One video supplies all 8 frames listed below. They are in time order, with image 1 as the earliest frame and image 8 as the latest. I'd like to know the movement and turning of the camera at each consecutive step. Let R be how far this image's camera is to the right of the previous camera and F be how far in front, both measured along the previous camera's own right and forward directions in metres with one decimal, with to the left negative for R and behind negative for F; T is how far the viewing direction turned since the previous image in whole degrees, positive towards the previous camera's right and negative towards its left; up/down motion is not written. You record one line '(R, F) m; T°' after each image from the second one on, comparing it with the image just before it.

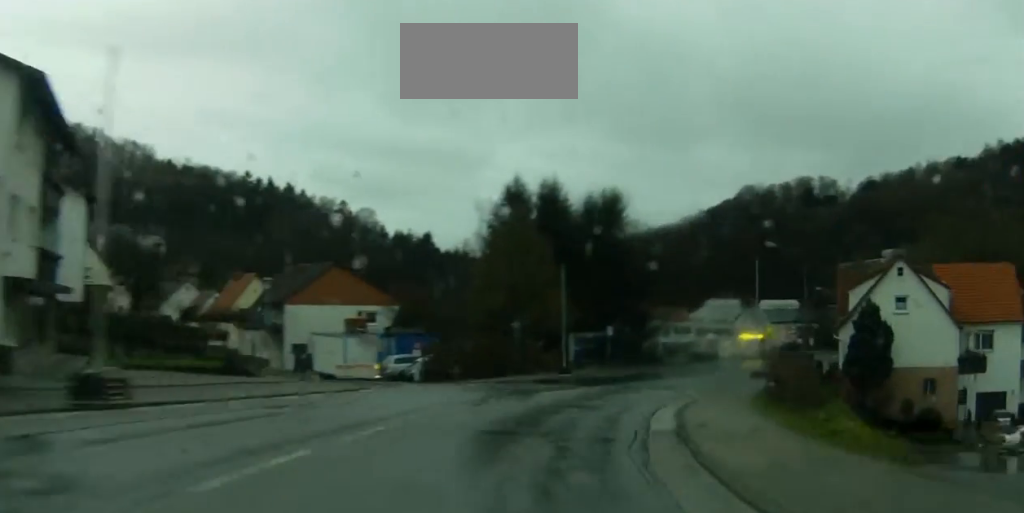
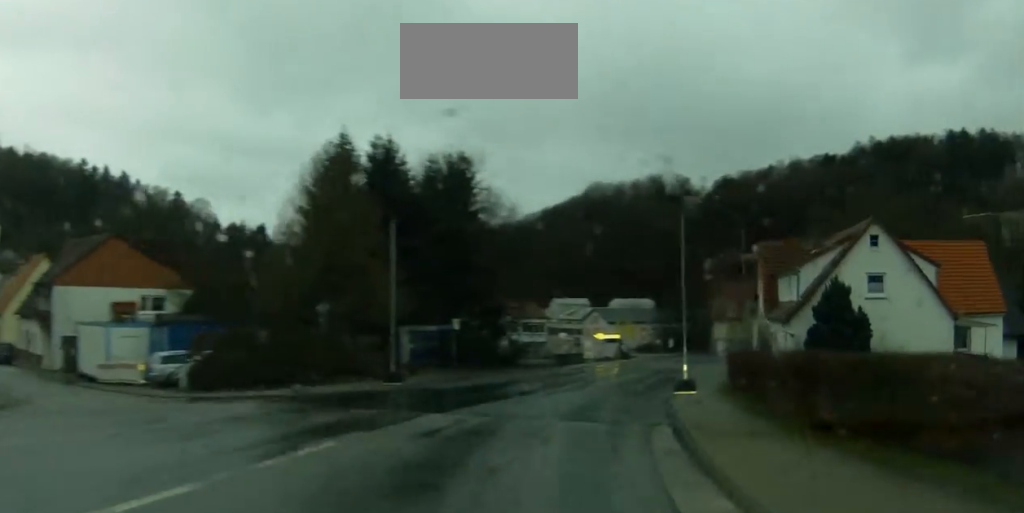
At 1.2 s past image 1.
(0.0, +16.2) m; +8°
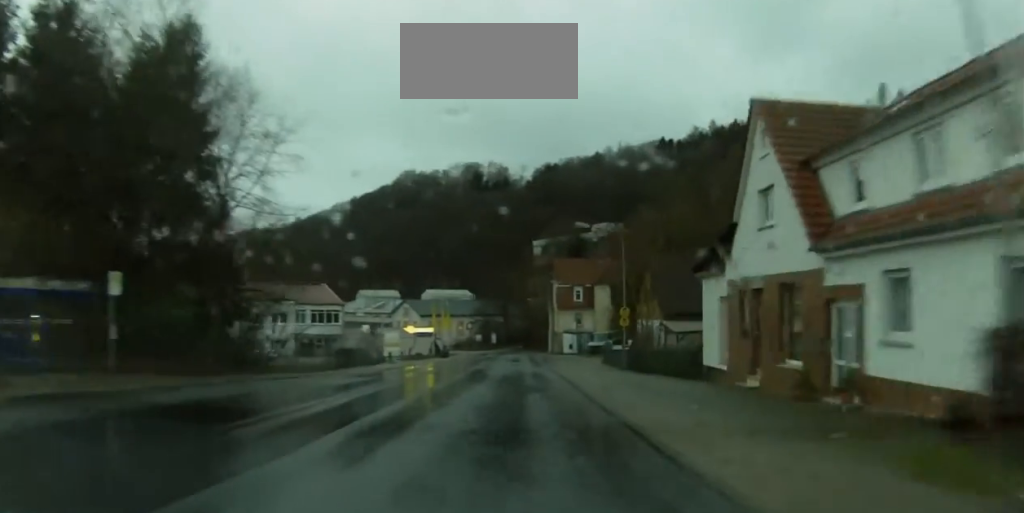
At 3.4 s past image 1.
(+4.3, +29.3) m; +14°
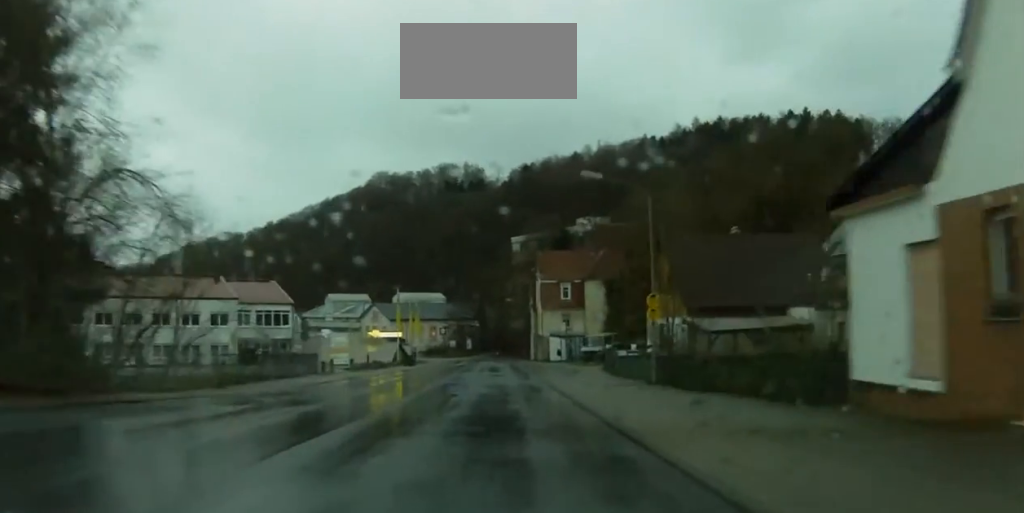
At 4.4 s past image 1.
(+1.2, +14.7) m; +2°
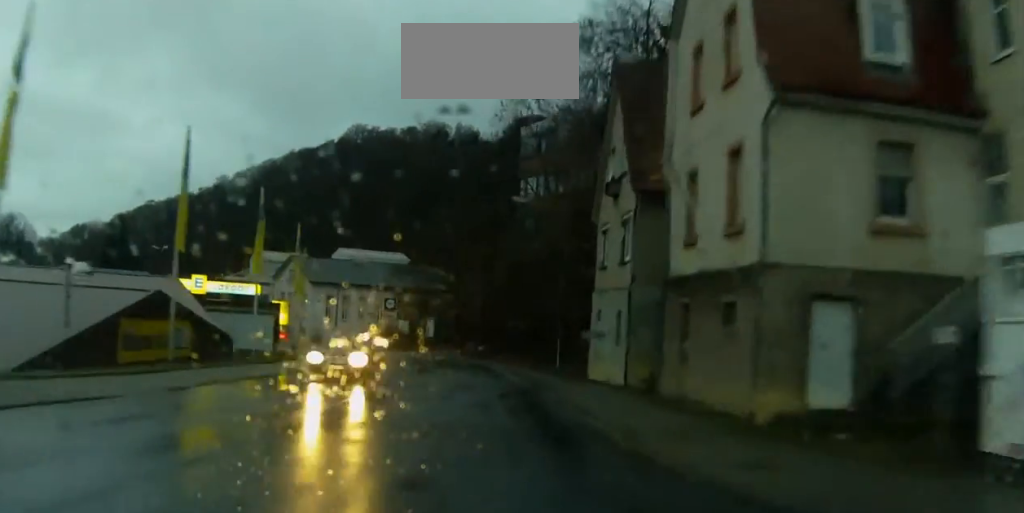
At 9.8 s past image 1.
(+2.3, +77.6) m; 0°
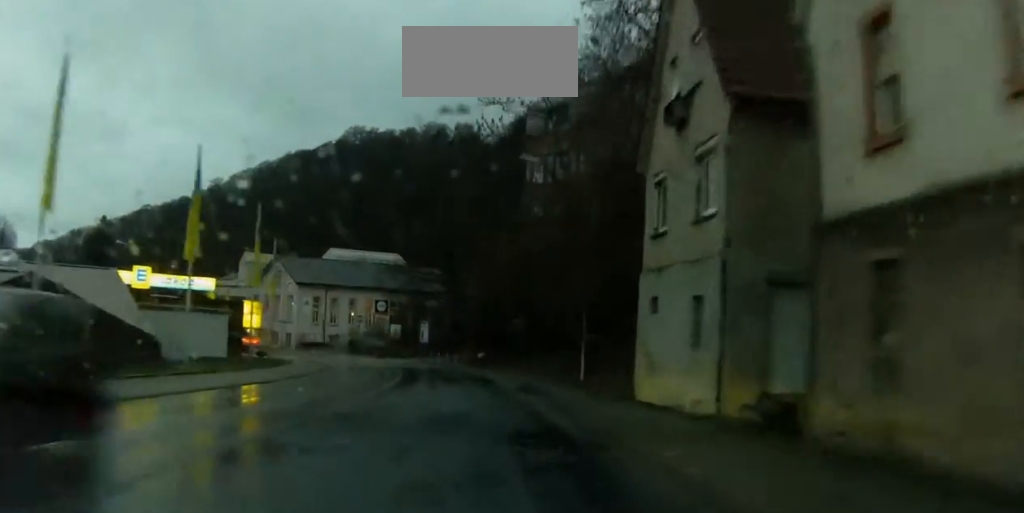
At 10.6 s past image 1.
(-0.1, +10.3) m; -2°
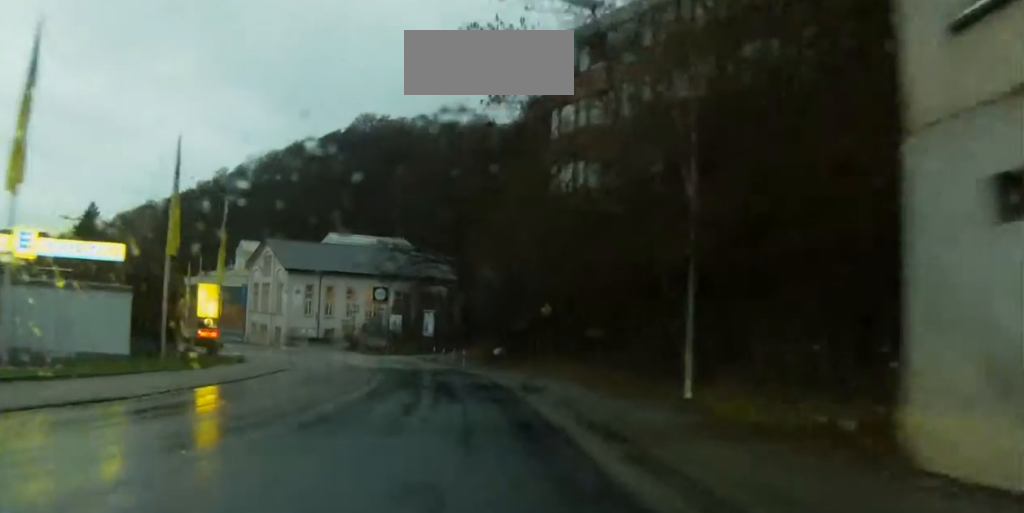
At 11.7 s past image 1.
(-0.2, +13.2) m; -2°
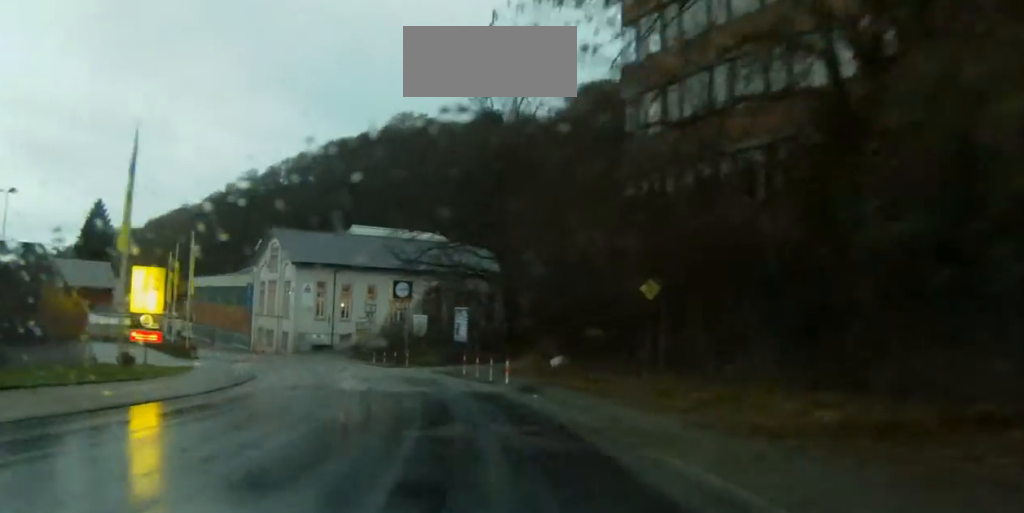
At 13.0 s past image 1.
(-0.5, +16.0) m; -2°
